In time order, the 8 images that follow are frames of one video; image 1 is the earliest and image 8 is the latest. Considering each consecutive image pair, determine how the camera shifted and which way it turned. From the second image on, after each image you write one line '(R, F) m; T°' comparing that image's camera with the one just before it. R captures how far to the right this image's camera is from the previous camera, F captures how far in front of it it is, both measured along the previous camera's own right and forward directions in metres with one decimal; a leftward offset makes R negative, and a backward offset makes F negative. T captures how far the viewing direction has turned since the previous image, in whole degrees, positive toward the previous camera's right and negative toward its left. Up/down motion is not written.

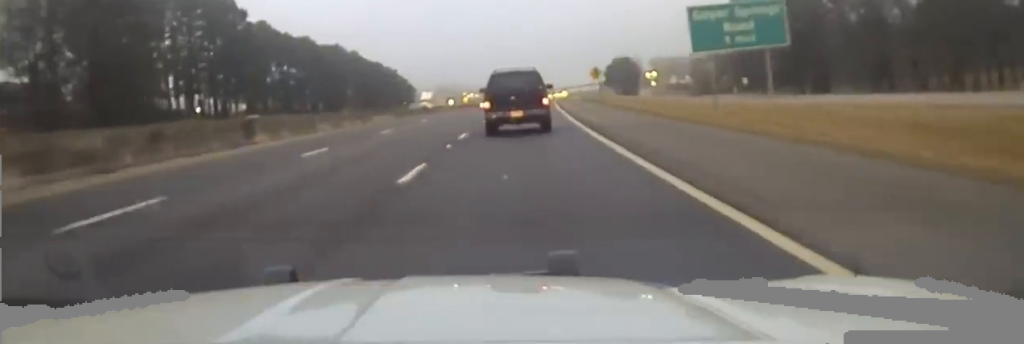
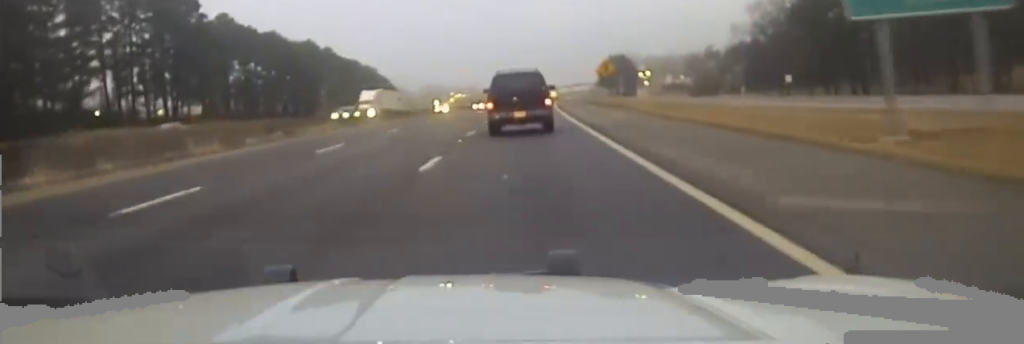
(+0.4, +22.8) m; +1°
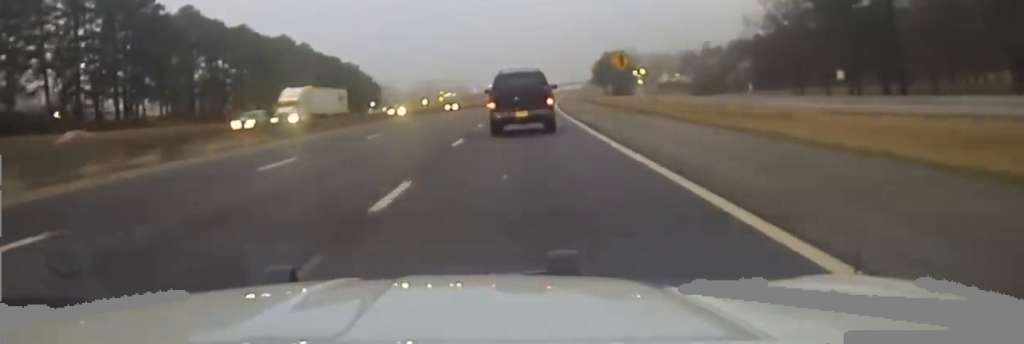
(+0.1, +17.2) m; +1°
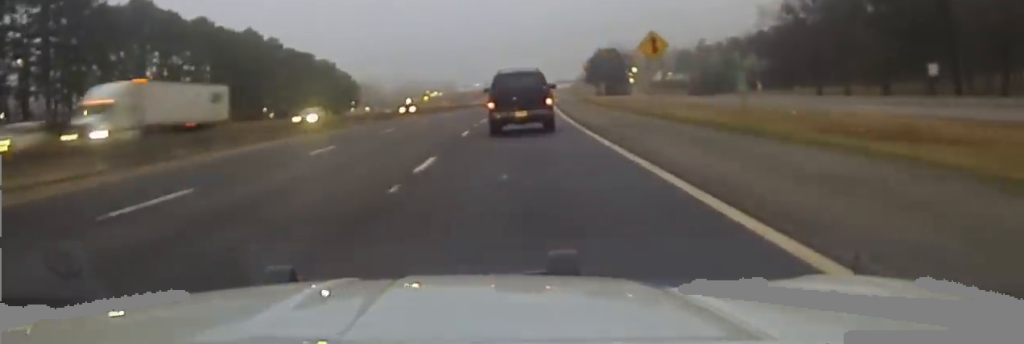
(0.0, +18.1) m; +1°
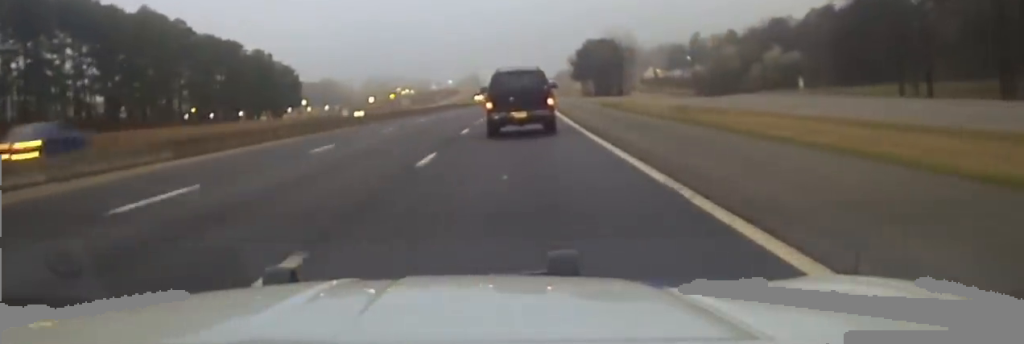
(+0.8, +47.7) m; +1°
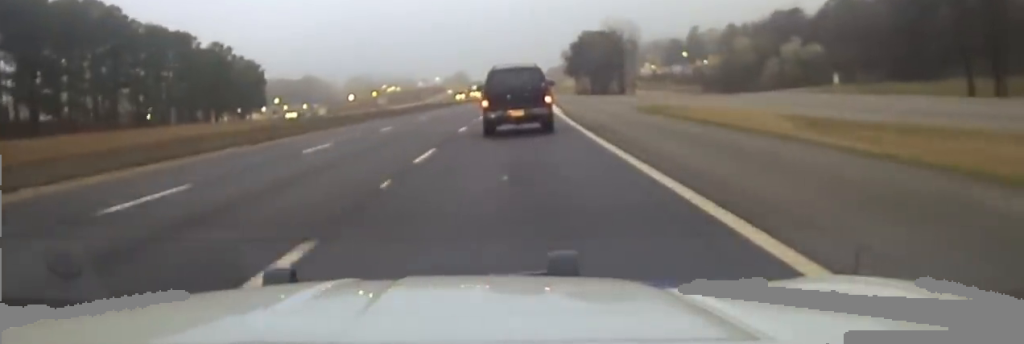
(0.0, +24.1) m; +1°
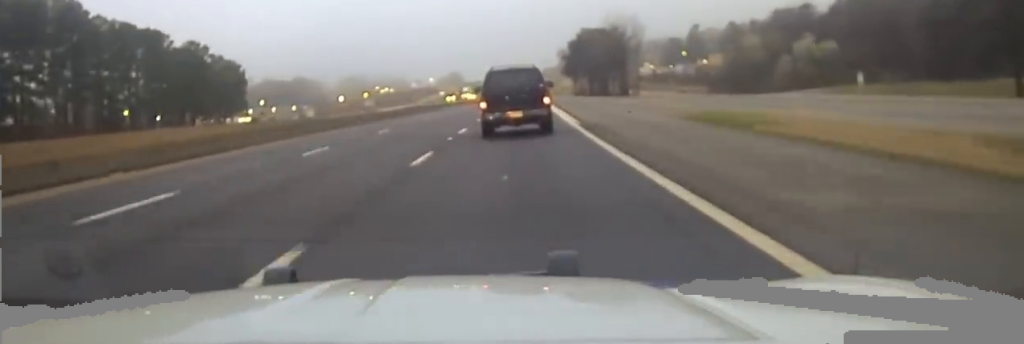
(0.0, +12.6) m; 0°
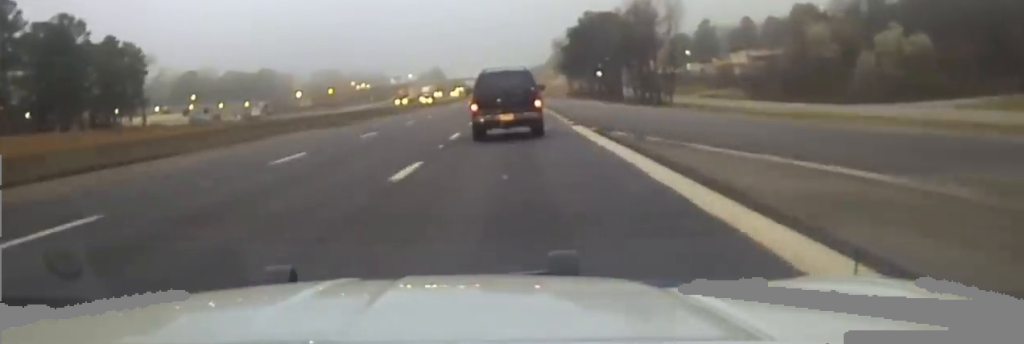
(+0.8, +50.2) m; +1°
